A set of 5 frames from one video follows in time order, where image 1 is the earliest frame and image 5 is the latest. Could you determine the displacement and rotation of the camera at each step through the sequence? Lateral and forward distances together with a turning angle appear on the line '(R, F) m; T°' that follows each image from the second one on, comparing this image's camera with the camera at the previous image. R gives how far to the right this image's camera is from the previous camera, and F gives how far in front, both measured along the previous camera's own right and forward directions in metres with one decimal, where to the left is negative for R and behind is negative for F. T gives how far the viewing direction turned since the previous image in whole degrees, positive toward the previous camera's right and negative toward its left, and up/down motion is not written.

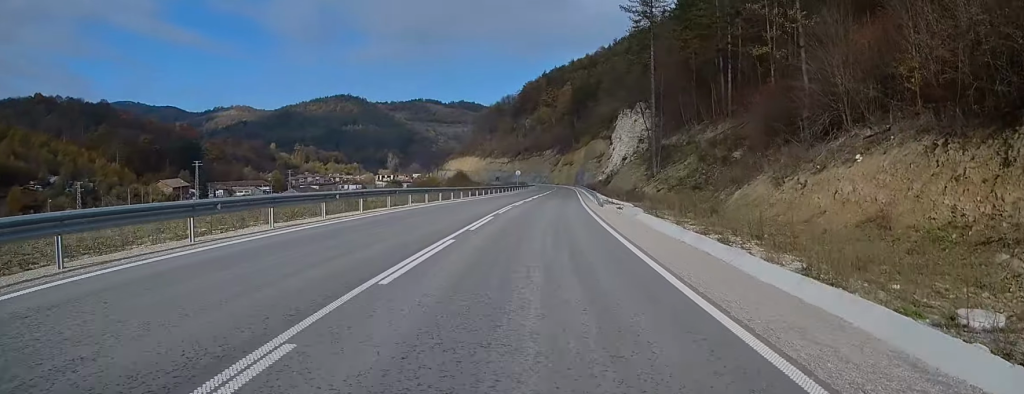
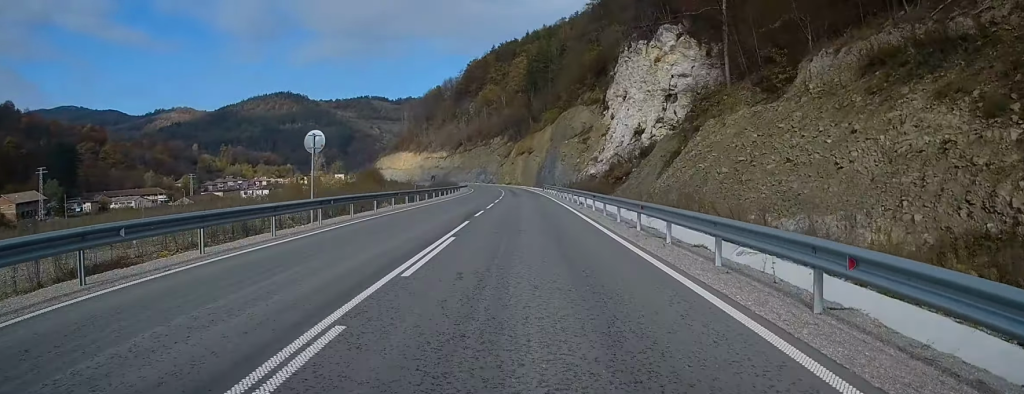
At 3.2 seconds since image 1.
(+4.6, +77.8) m; +5°
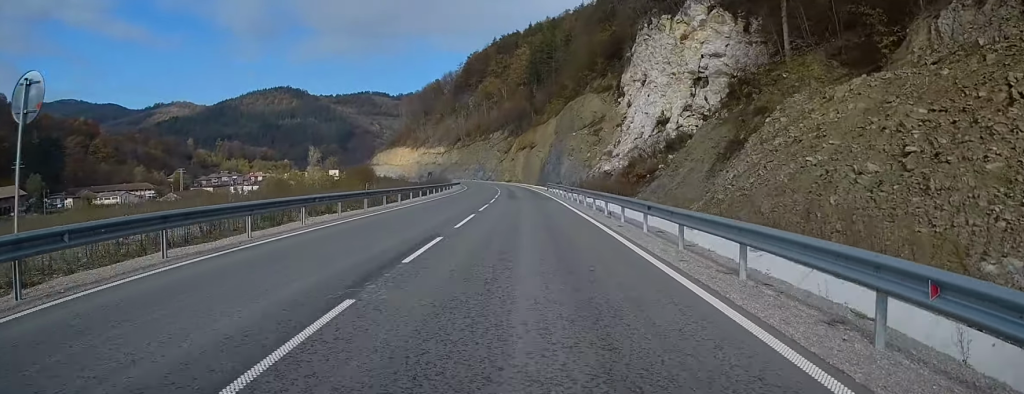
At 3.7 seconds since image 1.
(0.0, +12.7) m; 0°
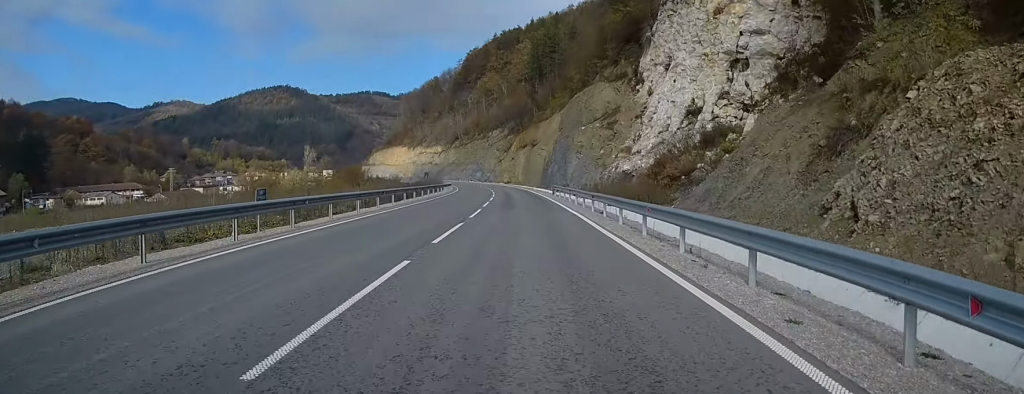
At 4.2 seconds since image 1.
(0.0, +13.2) m; 0°
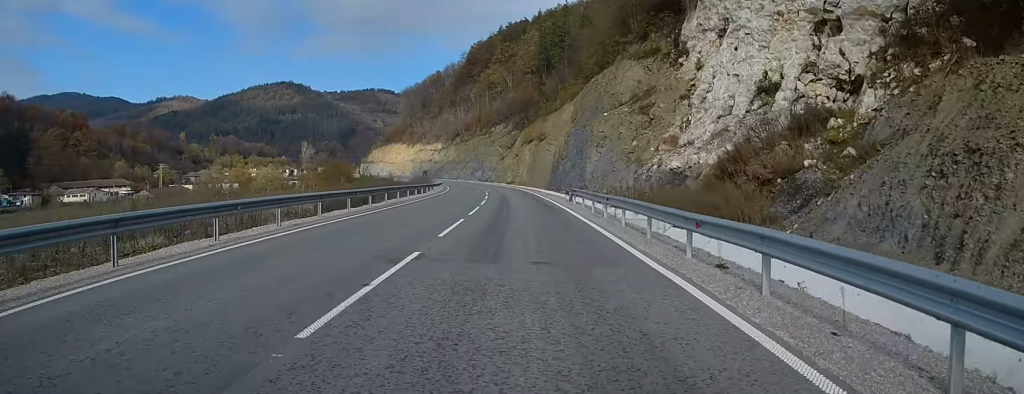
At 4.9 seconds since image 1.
(-0.1, +16.7) m; -1°
